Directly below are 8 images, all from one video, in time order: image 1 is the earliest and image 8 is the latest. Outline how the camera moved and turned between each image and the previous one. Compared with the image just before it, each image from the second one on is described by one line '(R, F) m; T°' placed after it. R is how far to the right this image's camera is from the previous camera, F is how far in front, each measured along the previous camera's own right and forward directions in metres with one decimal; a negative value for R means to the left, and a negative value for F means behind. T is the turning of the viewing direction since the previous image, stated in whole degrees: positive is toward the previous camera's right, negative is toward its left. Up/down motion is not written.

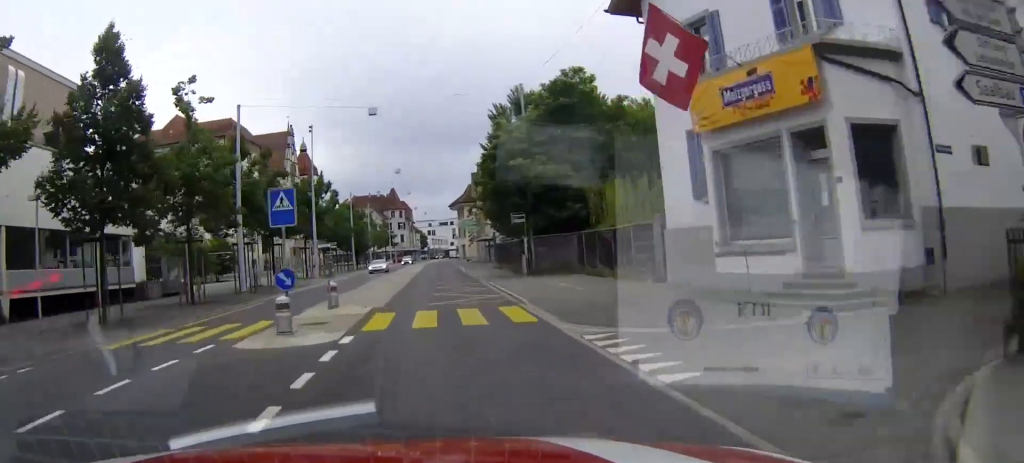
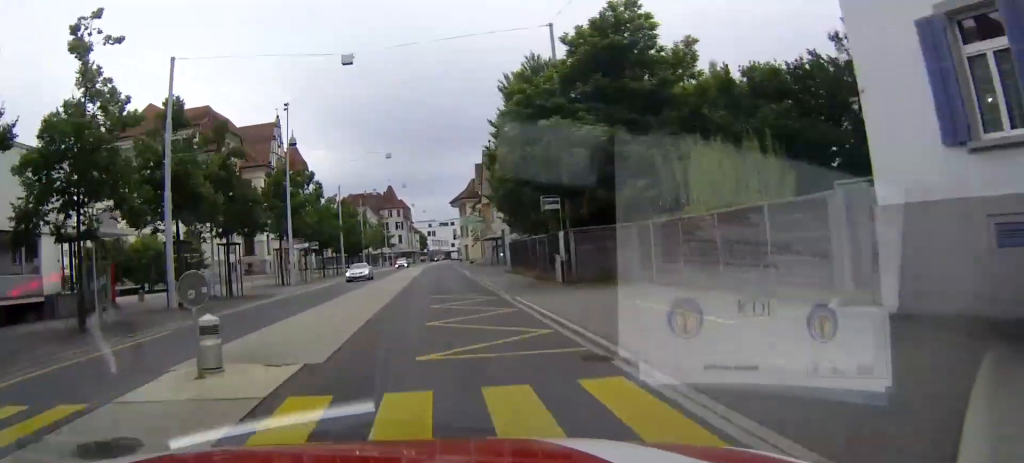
(+0.1, +10.4) m; 0°
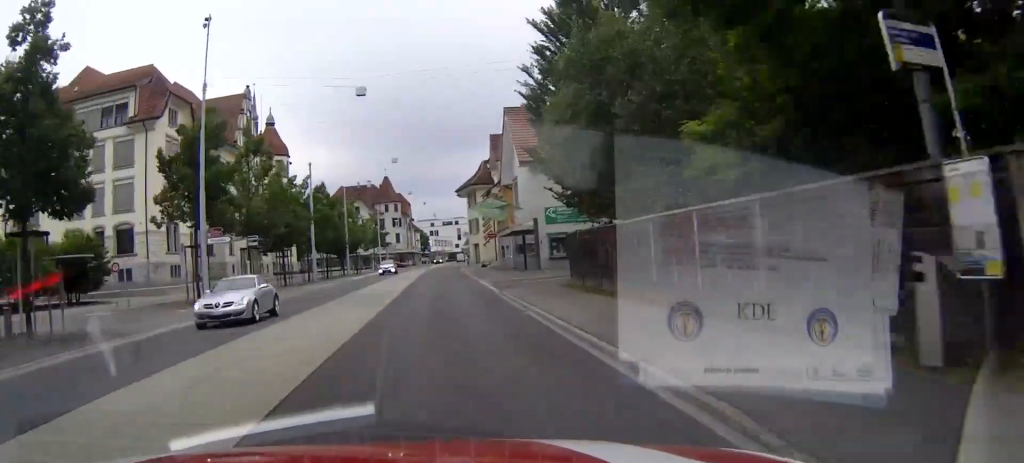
(-0.1, +20.2) m; -1°
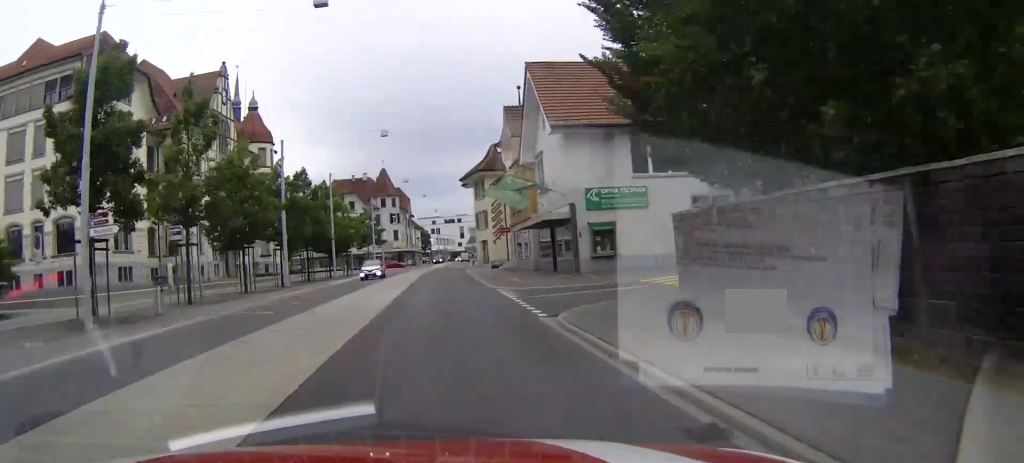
(0.0, +11.9) m; 0°
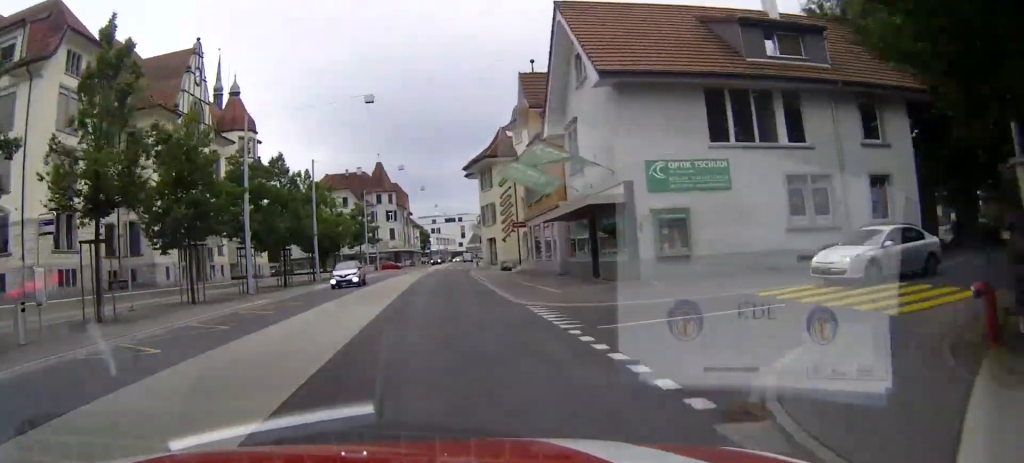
(0.0, +9.8) m; 0°
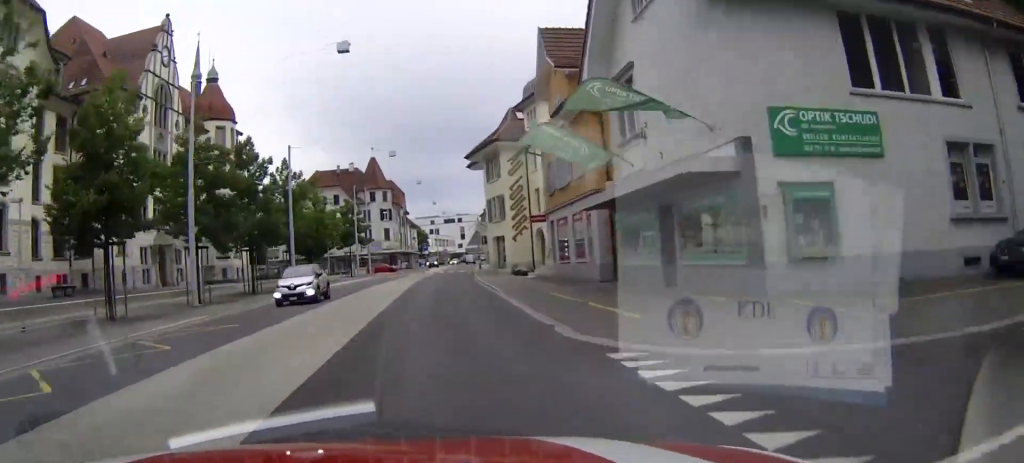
(0.0, +9.1) m; 0°
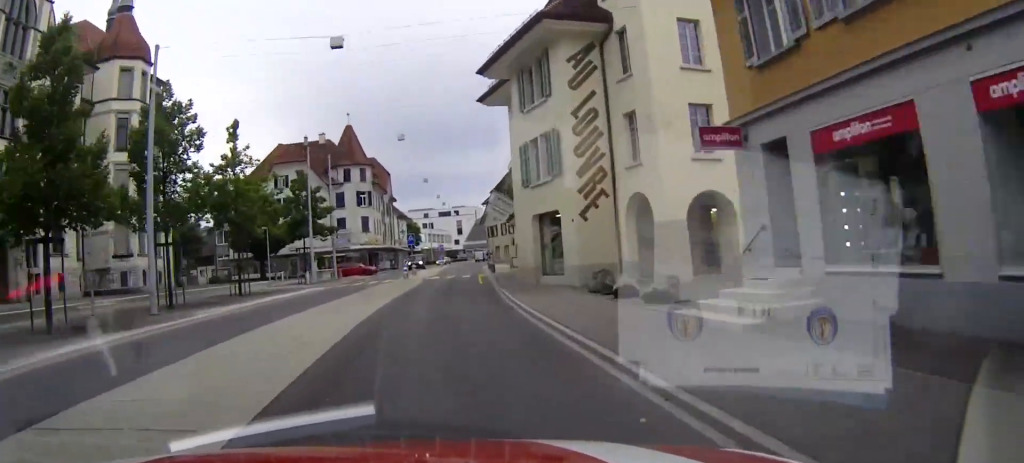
(0.0, +24.2) m; 0°
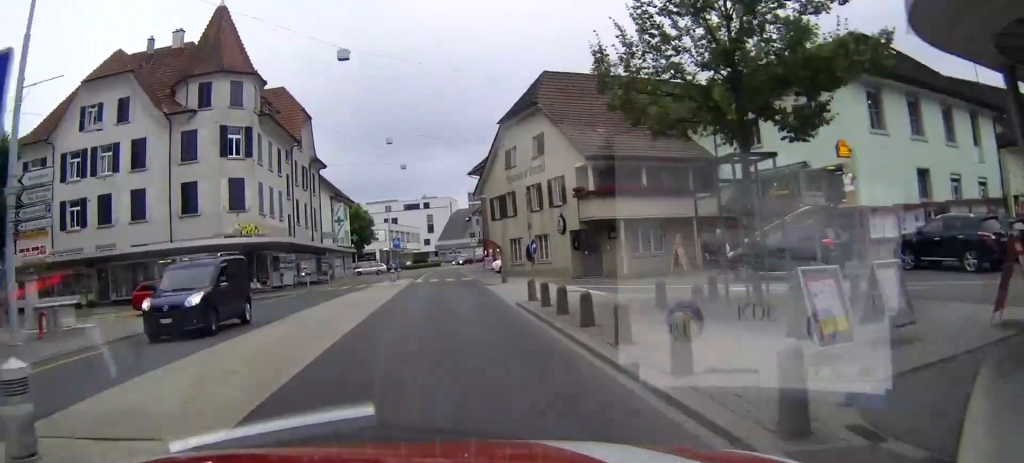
(-0.3, +43.6) m; -1°
